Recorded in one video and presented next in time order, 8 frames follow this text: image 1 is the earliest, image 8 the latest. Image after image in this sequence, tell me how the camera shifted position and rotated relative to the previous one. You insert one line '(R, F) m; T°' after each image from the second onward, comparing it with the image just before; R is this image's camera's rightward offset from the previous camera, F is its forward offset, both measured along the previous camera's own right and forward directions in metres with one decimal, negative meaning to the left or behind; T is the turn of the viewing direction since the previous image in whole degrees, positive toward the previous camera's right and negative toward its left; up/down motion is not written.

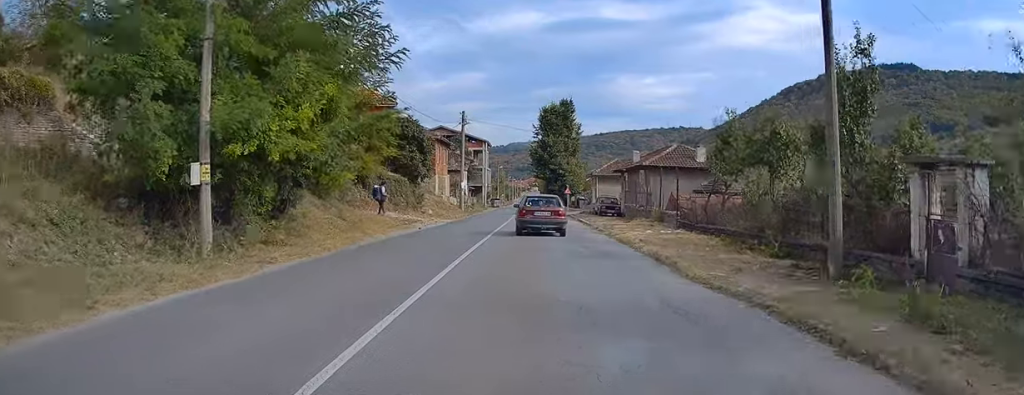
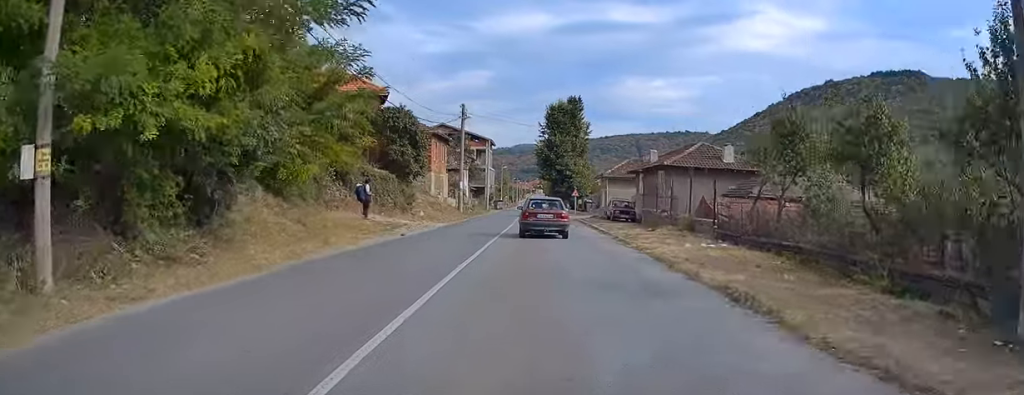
(0.0, +4.9) m; -1°
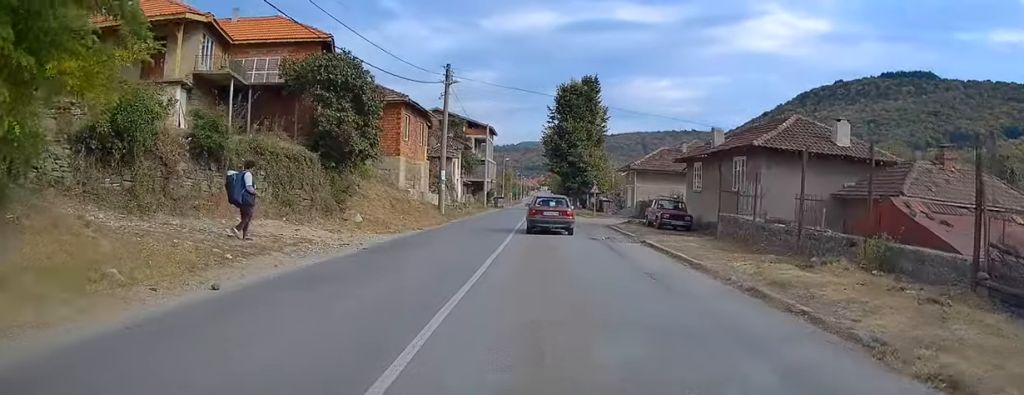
(-0.3, +14.0) m; -1°
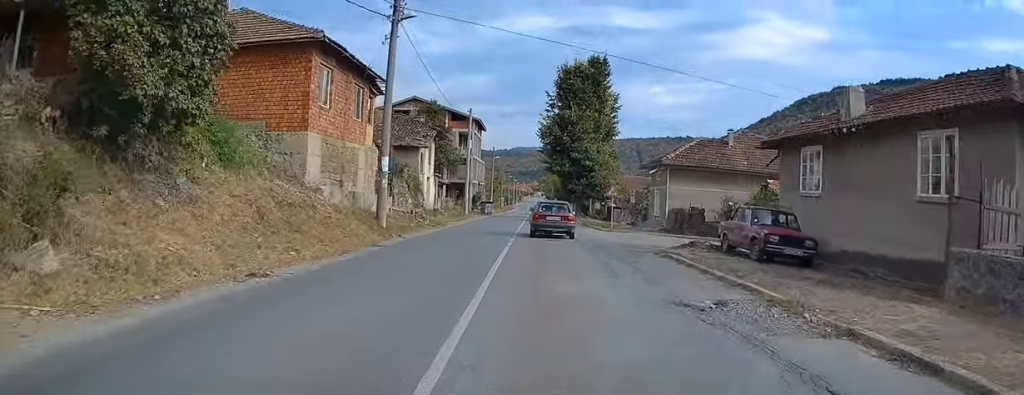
(+0.3, +14.0) m; +3°
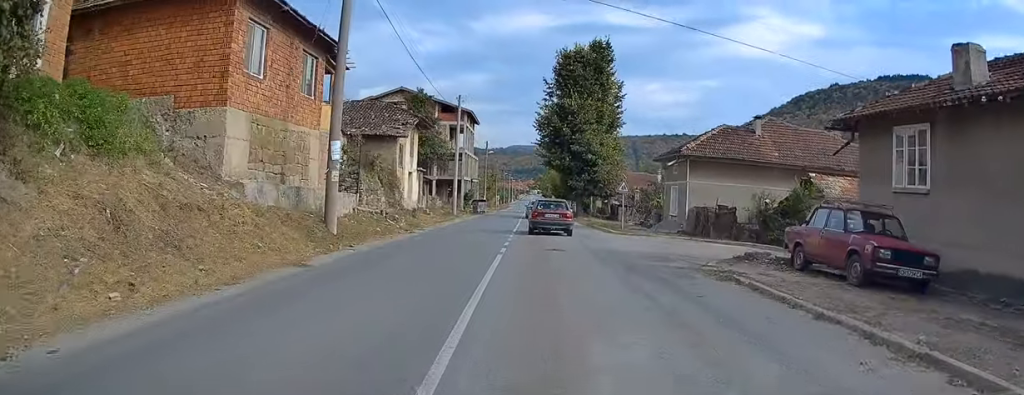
(+0.1, +5.6) m; +1°
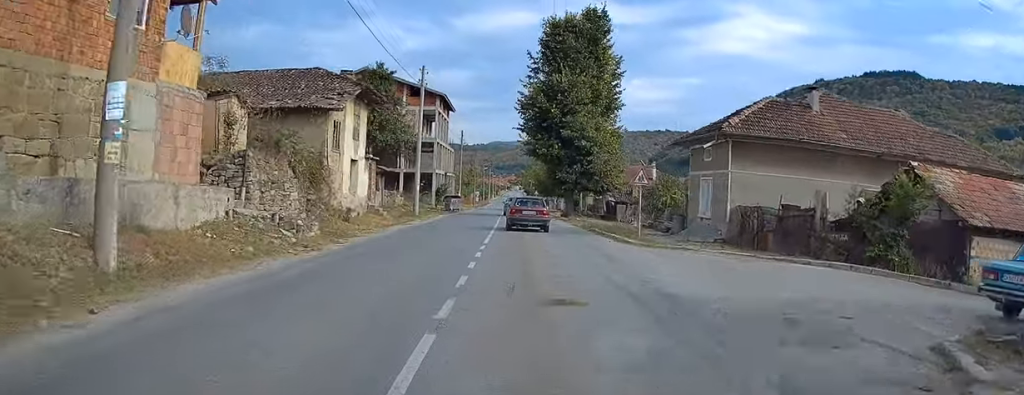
(0.0, +9.3) m; 0°
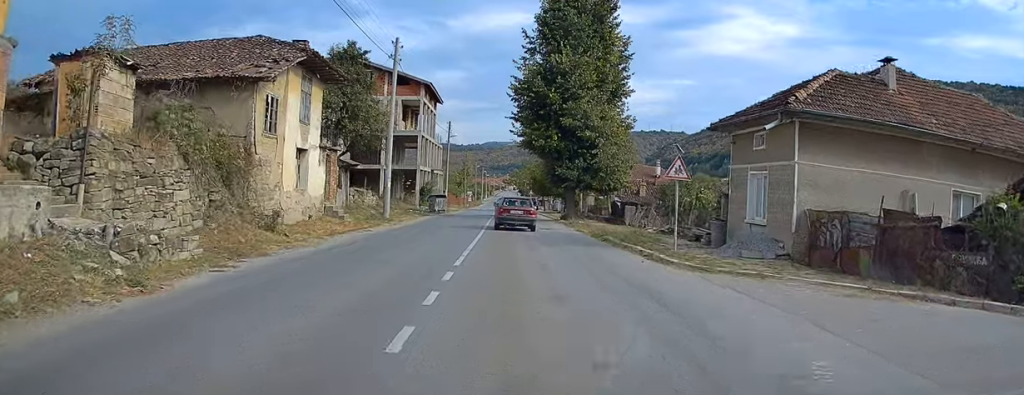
(+0.2, +6.5) m; -1°
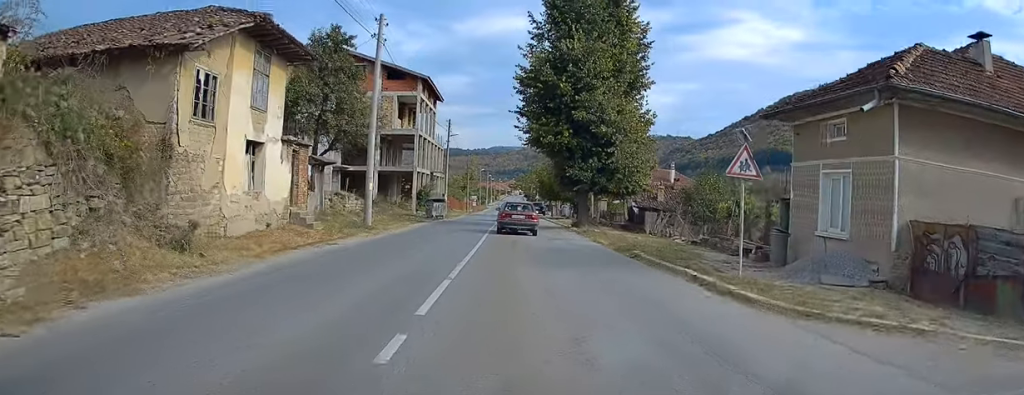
(-0.1, +4.8) m; 0°
